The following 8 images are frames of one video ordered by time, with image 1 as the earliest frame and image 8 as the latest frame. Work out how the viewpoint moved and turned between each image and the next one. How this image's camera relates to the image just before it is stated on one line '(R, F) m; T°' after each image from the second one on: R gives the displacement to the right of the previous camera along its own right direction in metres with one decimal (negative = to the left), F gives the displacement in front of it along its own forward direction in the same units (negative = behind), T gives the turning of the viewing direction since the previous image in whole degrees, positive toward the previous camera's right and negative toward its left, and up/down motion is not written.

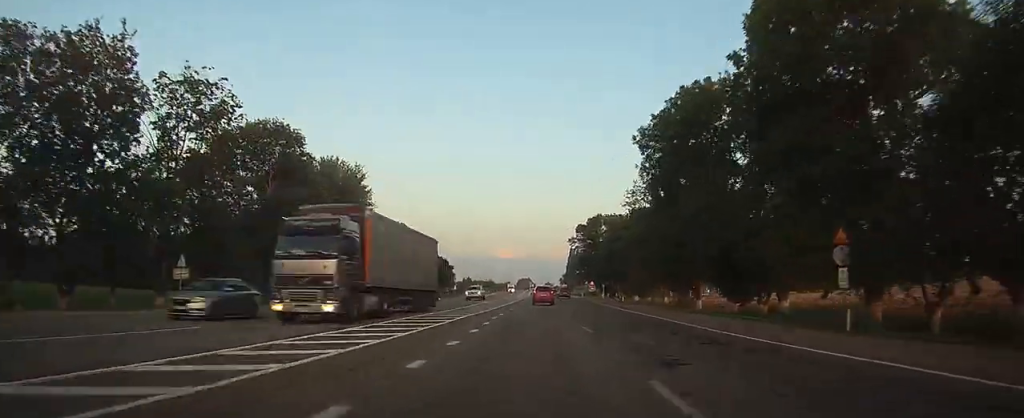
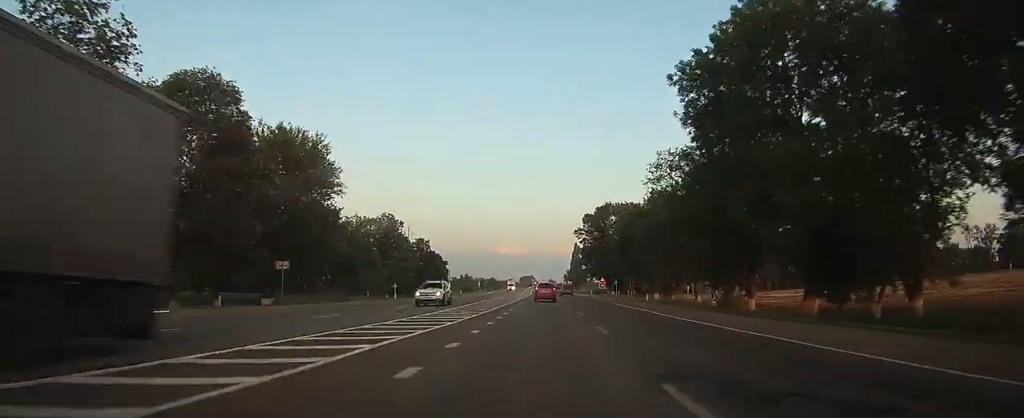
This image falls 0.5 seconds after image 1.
(0.0, +13.3) m; 0°
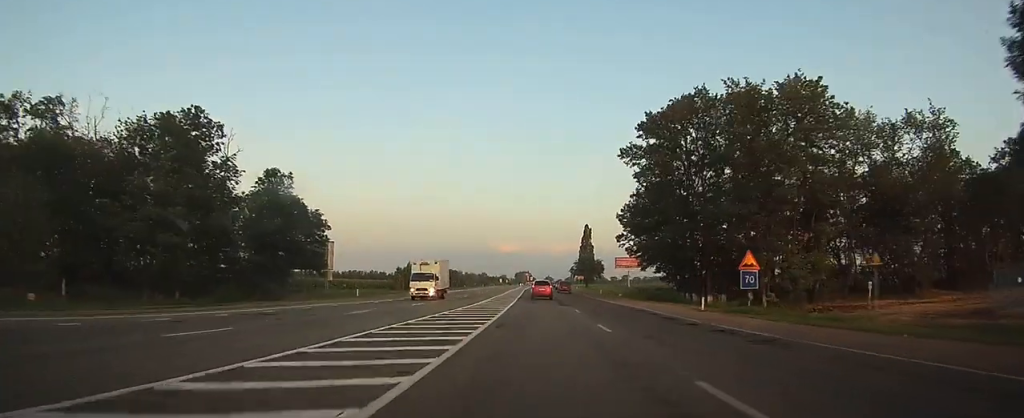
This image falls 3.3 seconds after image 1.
(-0.5, +70.4) m; 0°
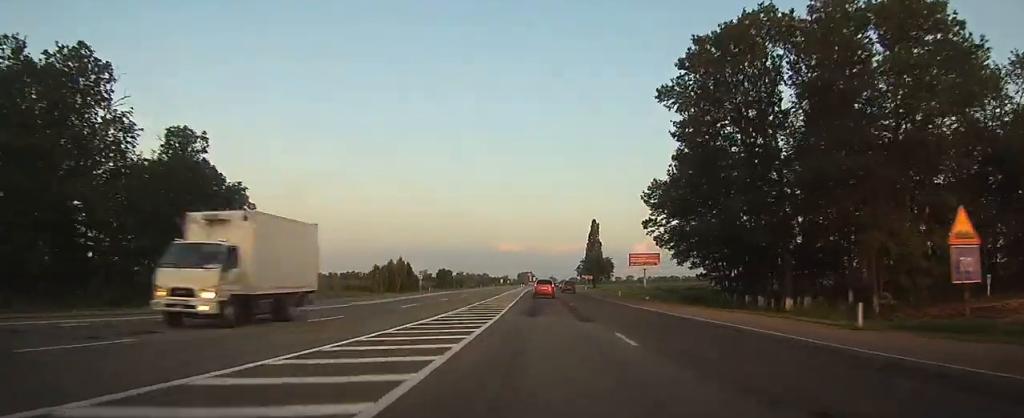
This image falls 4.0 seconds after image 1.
(0.0, +16.1) m; 0°
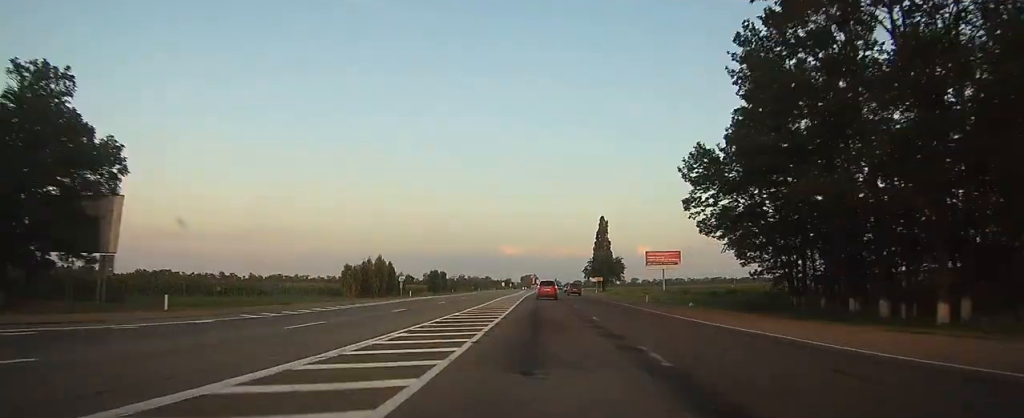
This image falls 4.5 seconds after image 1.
(0.0, +14.5) m; 0°
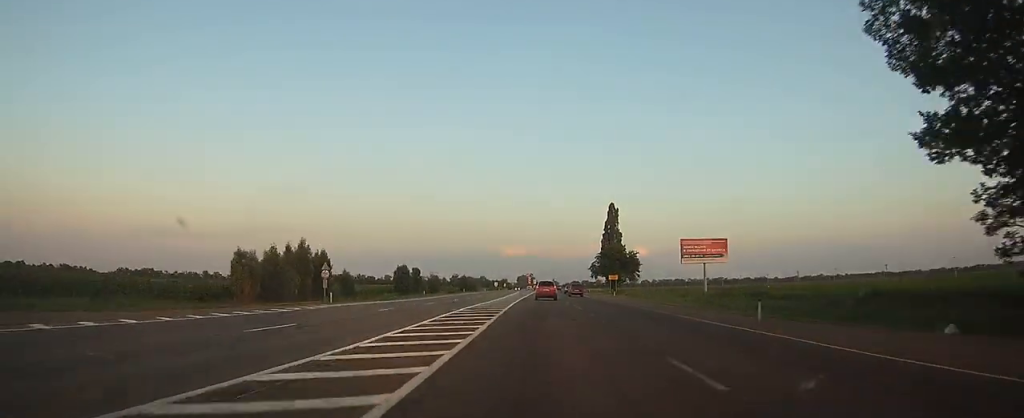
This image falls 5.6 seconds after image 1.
(-0.1, +26.6) m; 0°
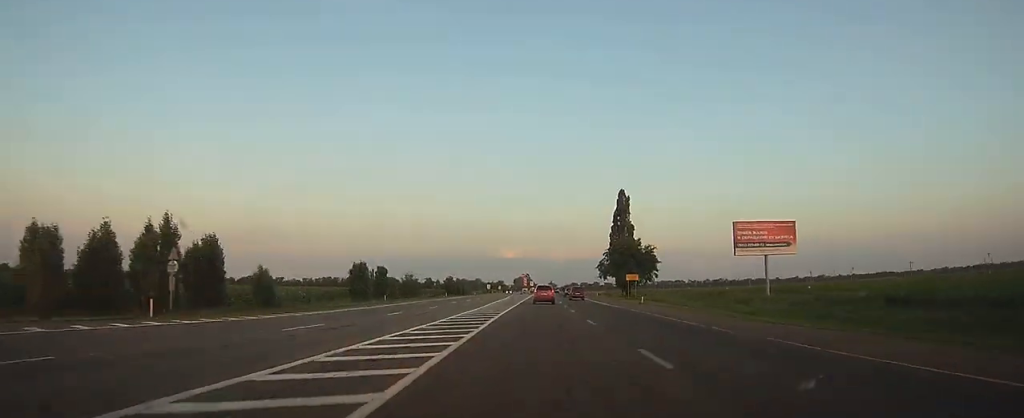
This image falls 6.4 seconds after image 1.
(0.0, +21.6) m; +1°
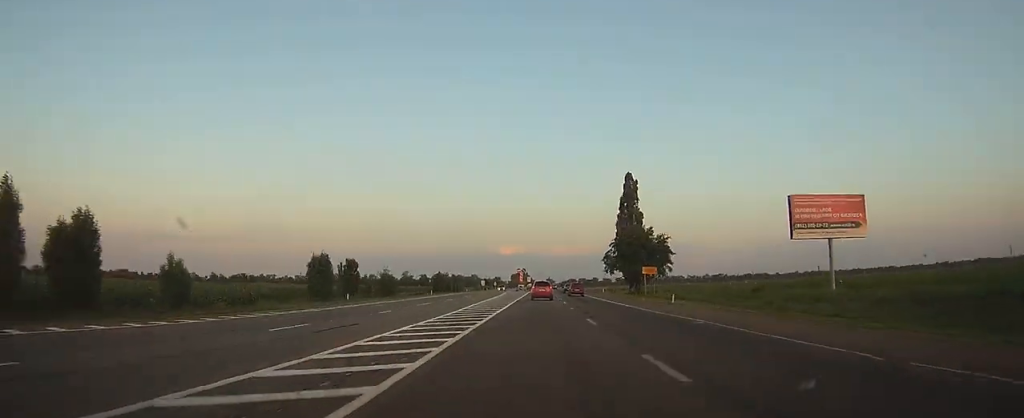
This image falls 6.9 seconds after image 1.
(+0.1, +13.0) m; 0°
